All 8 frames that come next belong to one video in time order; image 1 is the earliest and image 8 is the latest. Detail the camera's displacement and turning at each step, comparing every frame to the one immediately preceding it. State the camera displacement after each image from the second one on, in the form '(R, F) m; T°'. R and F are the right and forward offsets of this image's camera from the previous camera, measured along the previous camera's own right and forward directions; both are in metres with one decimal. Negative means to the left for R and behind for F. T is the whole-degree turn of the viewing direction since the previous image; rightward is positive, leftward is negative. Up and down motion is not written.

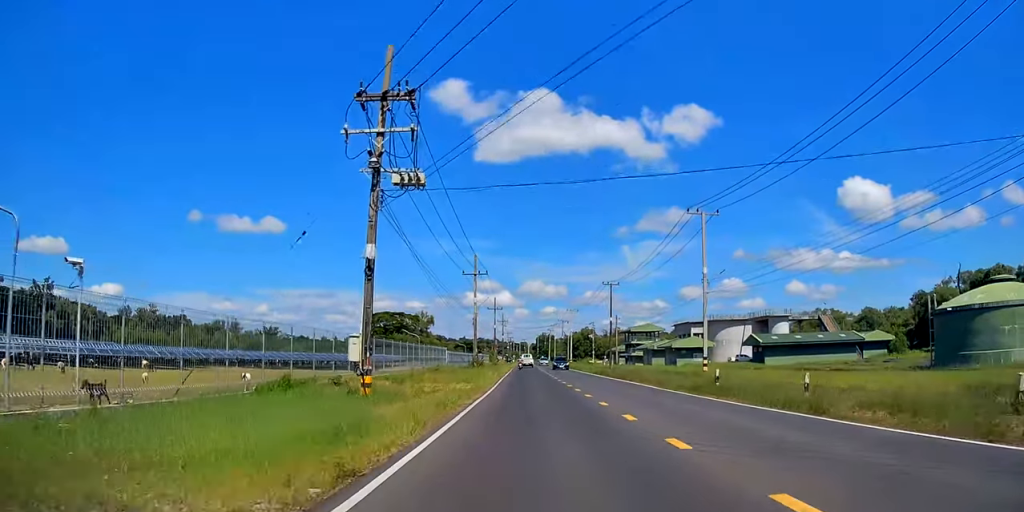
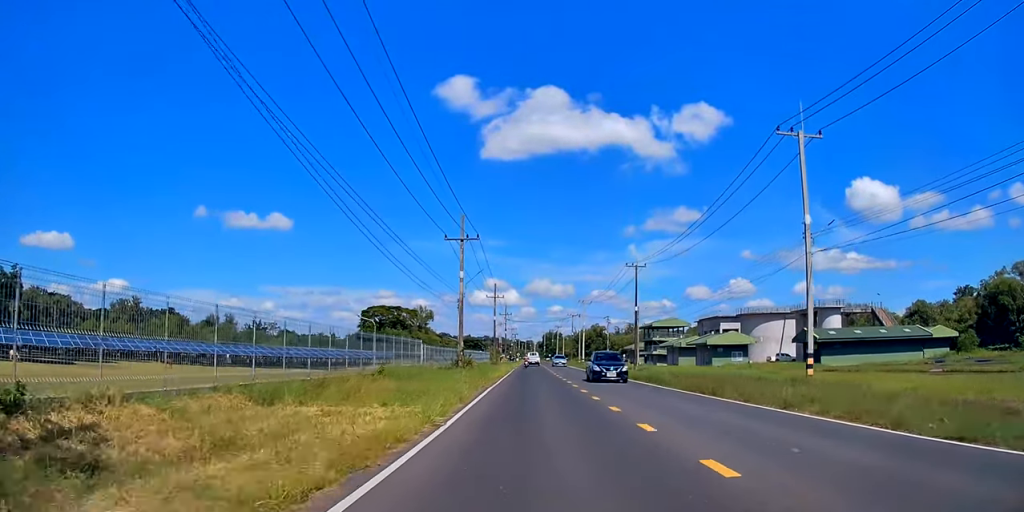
(+0.1, +17.7) m; -1°
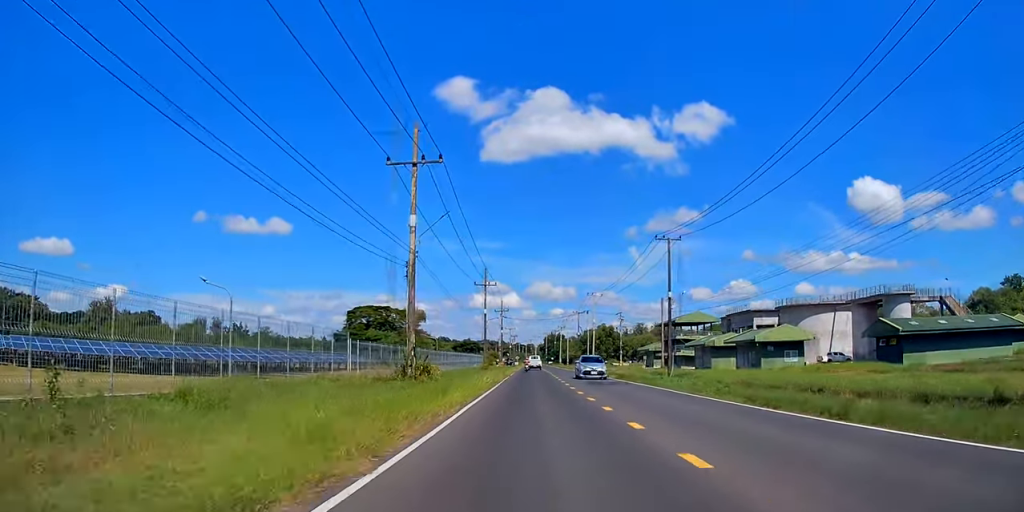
(-0.1, +19.2) m; 0°
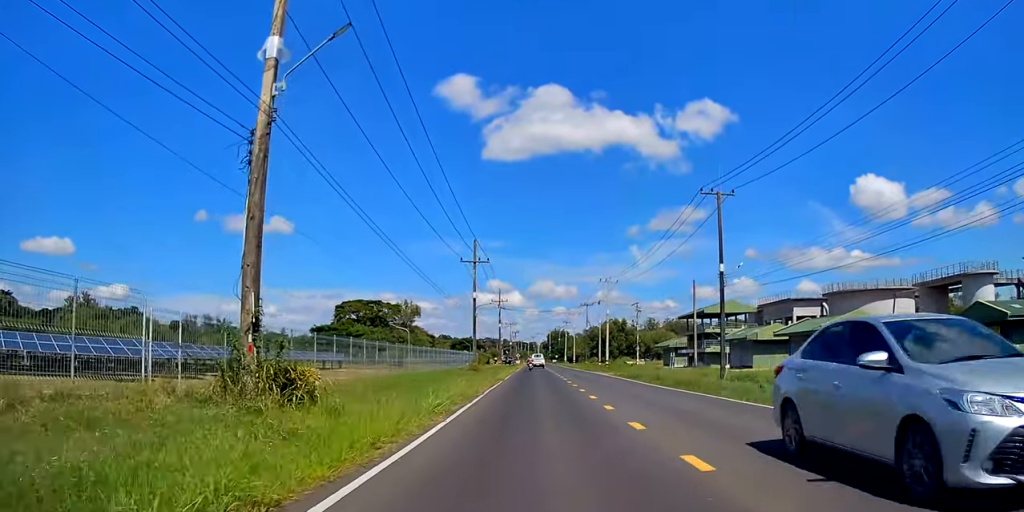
(+0.1, +11.7) m; +1°
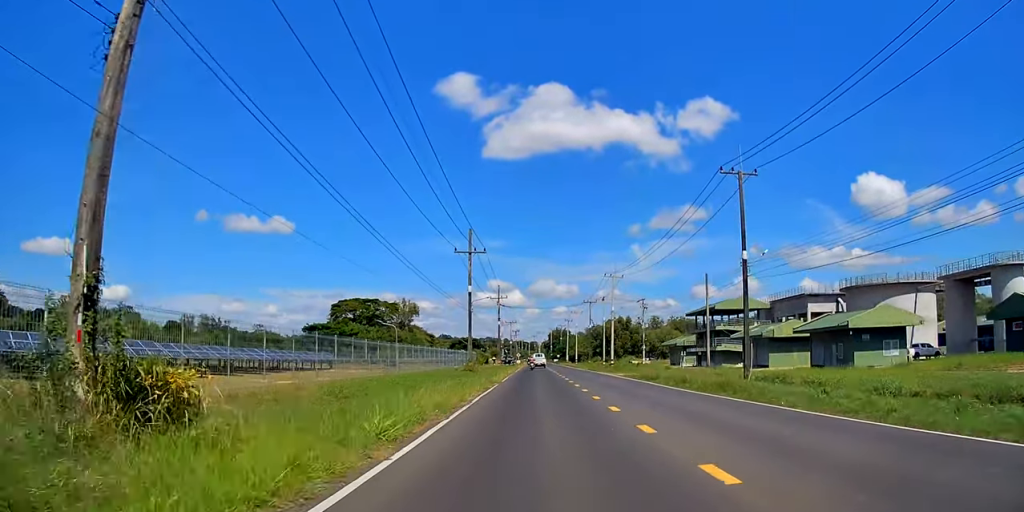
(+0.1, +4.8) m; 0°
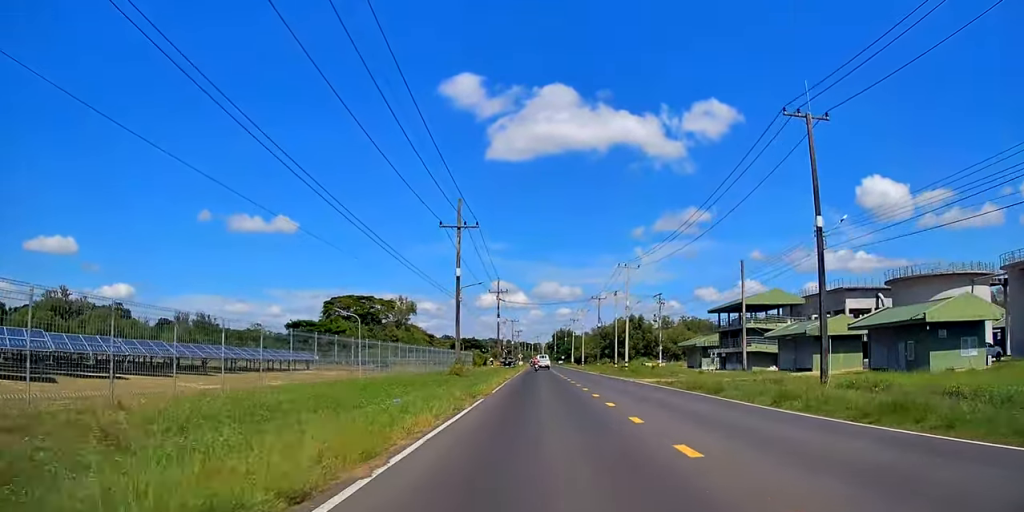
(-0.1, +10.4) m; -2°
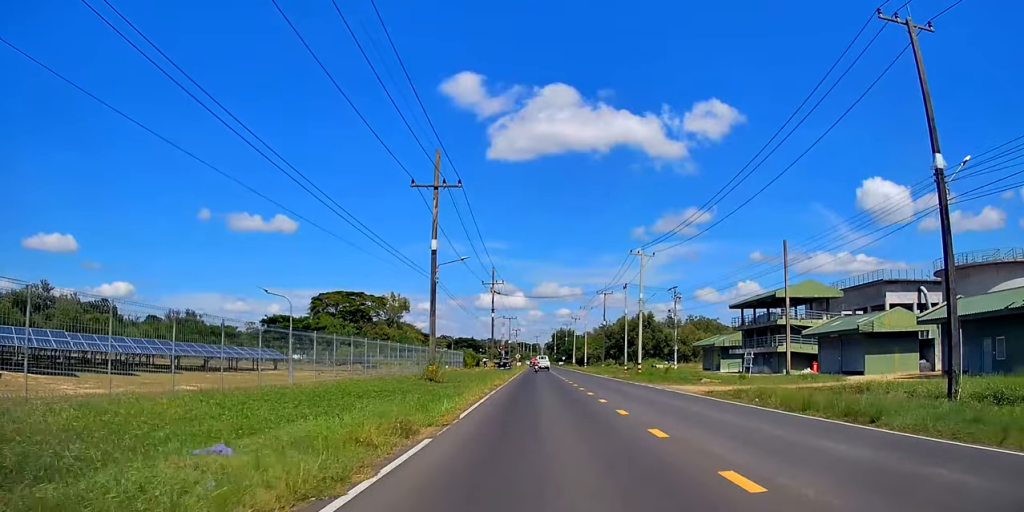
(-0.3, +9.5) m; 0°
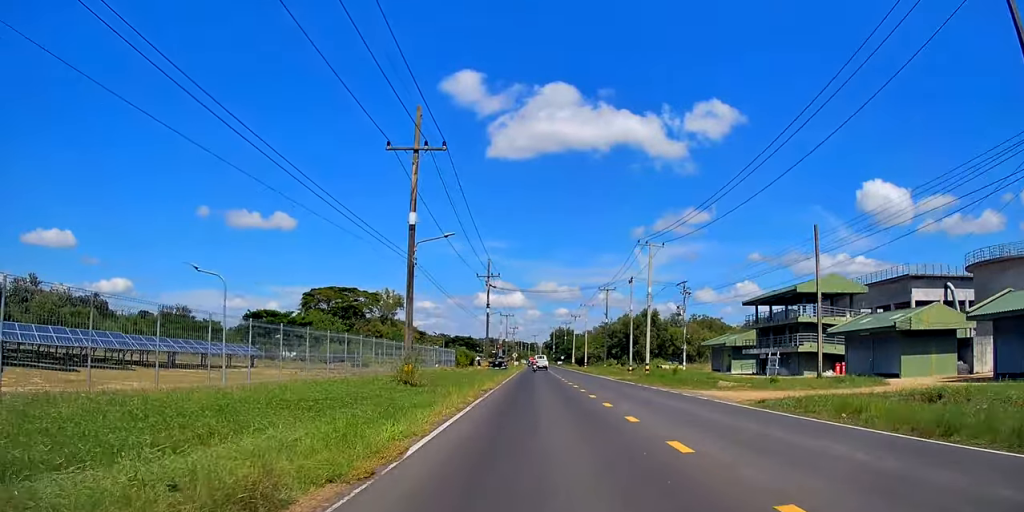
(0.0, +5.6) m; 0°
